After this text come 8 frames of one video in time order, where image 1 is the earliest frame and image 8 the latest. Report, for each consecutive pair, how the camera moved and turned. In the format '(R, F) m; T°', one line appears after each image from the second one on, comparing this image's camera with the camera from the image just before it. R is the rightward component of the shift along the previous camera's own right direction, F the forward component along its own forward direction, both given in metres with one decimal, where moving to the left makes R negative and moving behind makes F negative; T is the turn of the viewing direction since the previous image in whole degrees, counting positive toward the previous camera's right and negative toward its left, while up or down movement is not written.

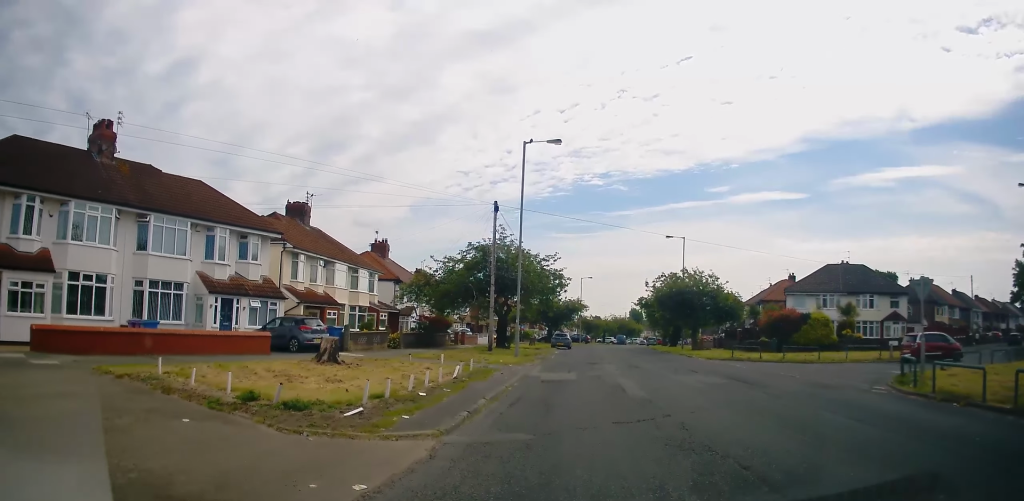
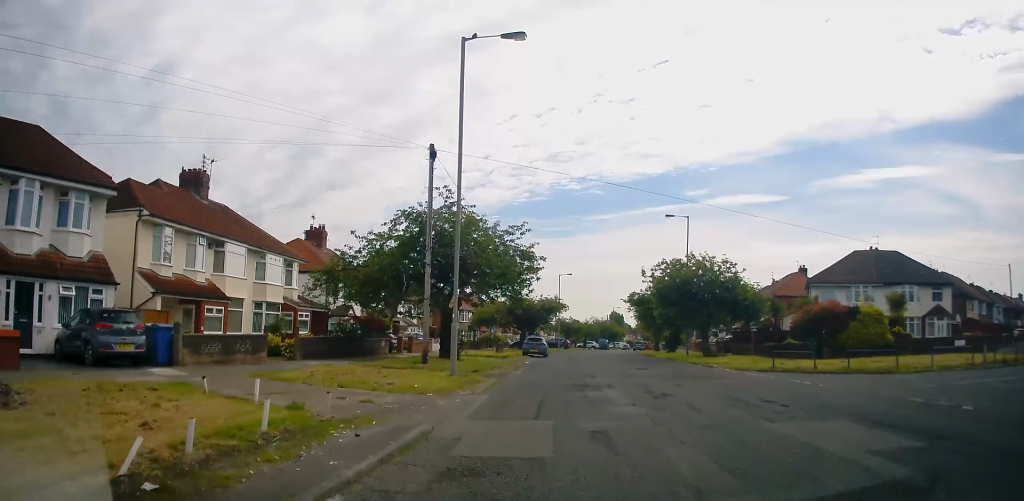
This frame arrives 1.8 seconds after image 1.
(-0.3, +10.6) m; +1°
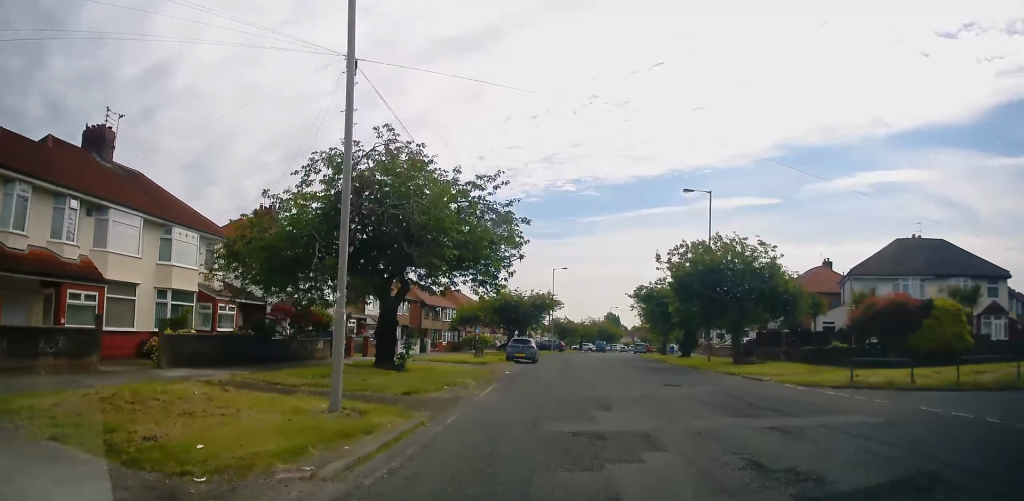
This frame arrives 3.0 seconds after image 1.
(+0.5, +7.8) m; +4°
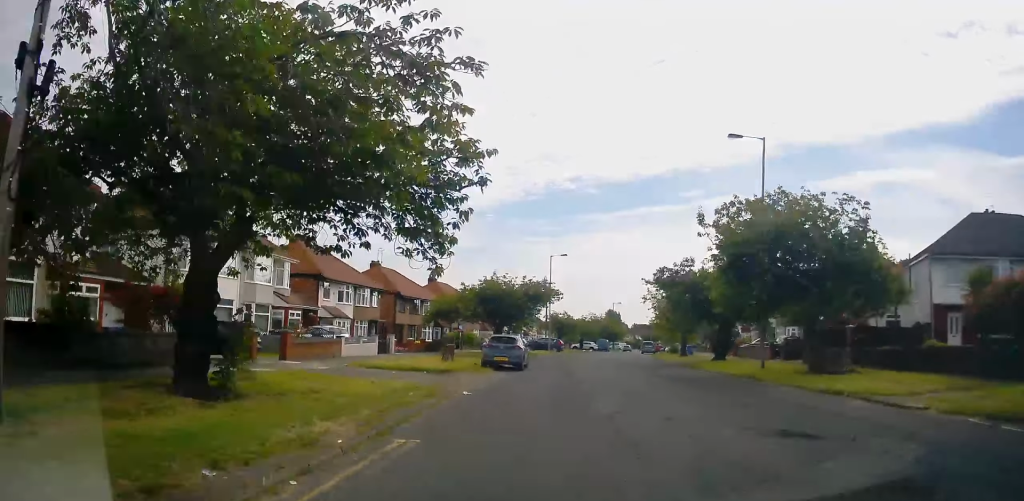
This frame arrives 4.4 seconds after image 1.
(-0.3, +9.5) m; -3°
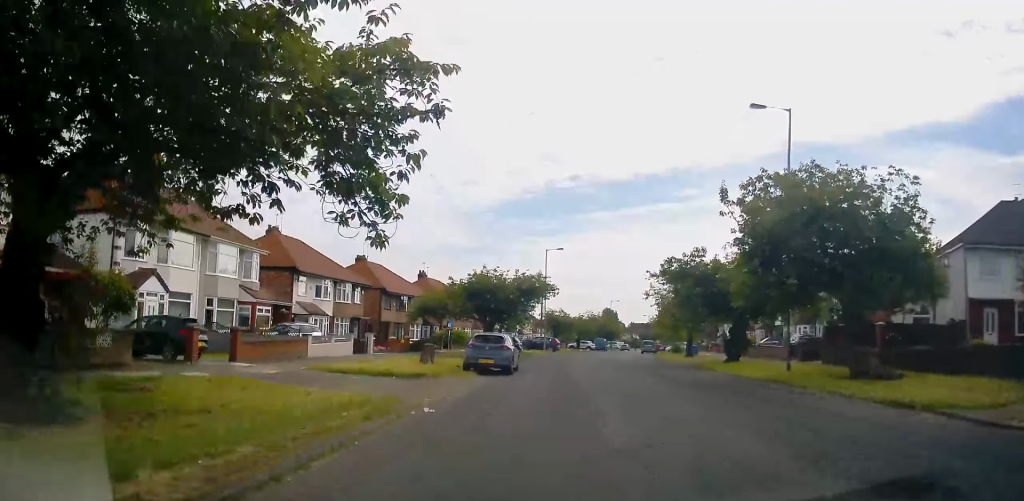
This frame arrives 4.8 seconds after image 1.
(0.0, +3.6) m; 0°
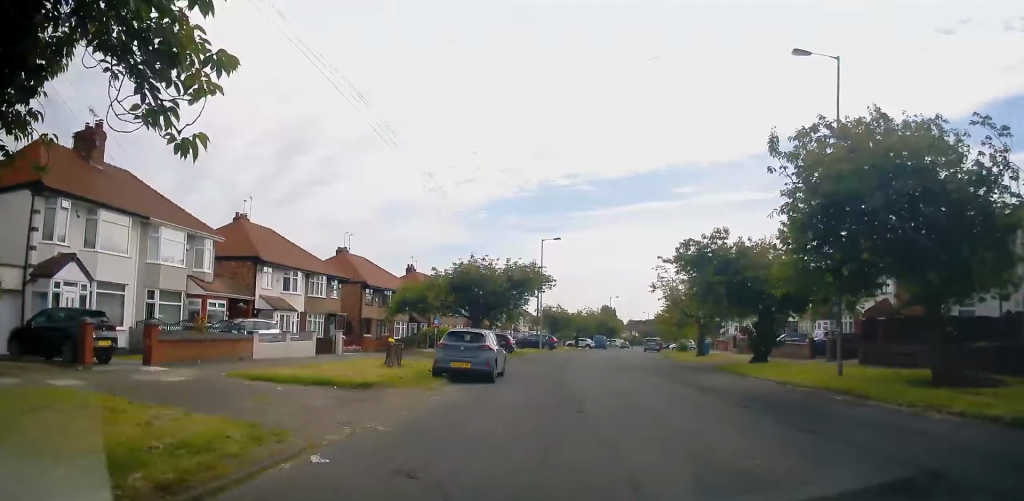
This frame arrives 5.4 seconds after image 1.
(0.0, +4.6) m; 0°
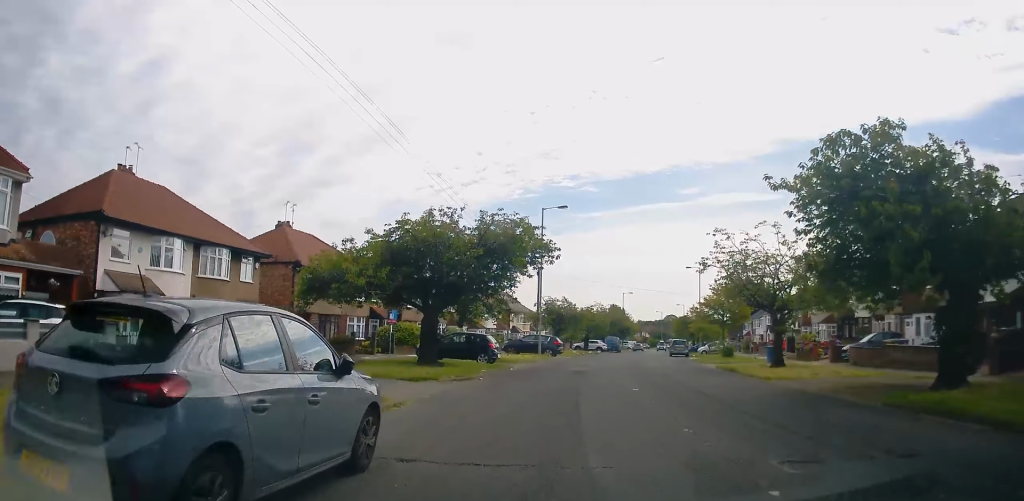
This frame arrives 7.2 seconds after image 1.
(0.0, +13.7) m; 0°
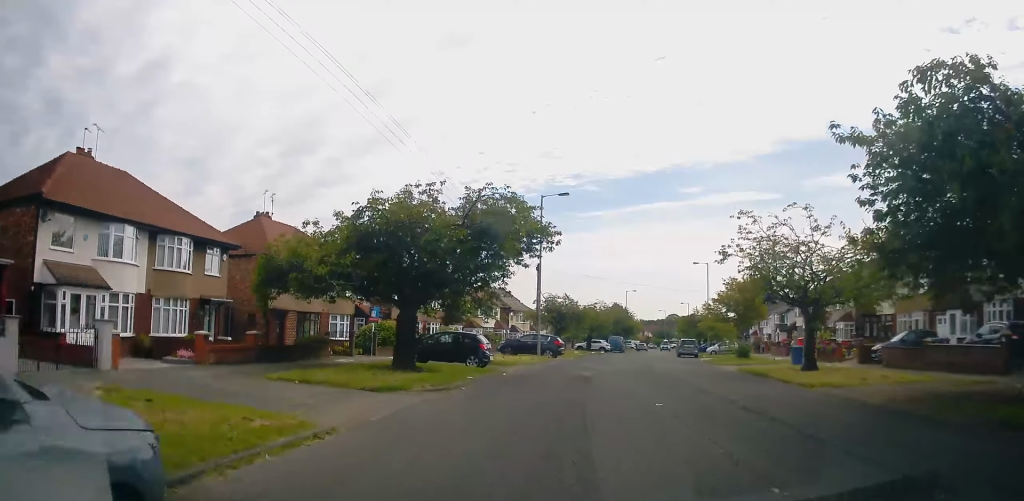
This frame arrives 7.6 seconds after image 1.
(0.0, +3.5) m; +1°
